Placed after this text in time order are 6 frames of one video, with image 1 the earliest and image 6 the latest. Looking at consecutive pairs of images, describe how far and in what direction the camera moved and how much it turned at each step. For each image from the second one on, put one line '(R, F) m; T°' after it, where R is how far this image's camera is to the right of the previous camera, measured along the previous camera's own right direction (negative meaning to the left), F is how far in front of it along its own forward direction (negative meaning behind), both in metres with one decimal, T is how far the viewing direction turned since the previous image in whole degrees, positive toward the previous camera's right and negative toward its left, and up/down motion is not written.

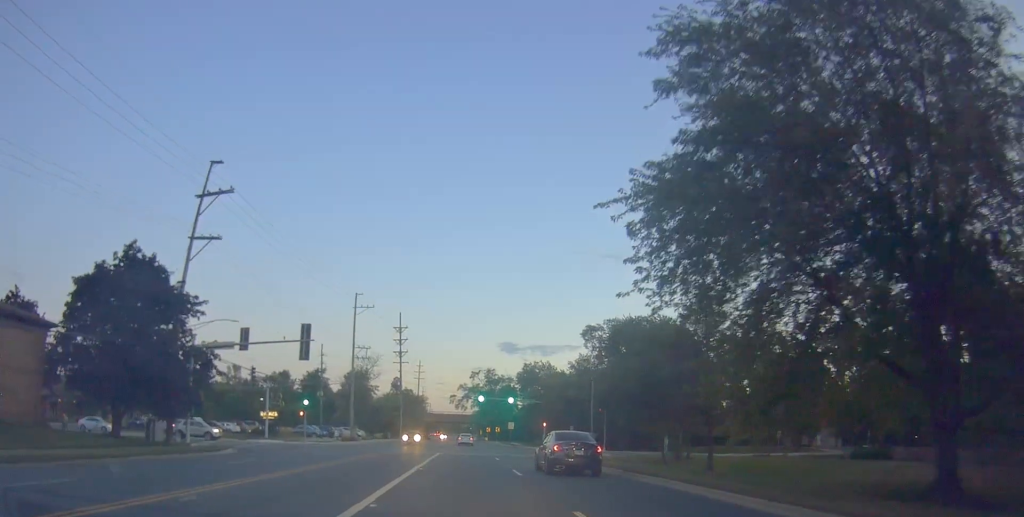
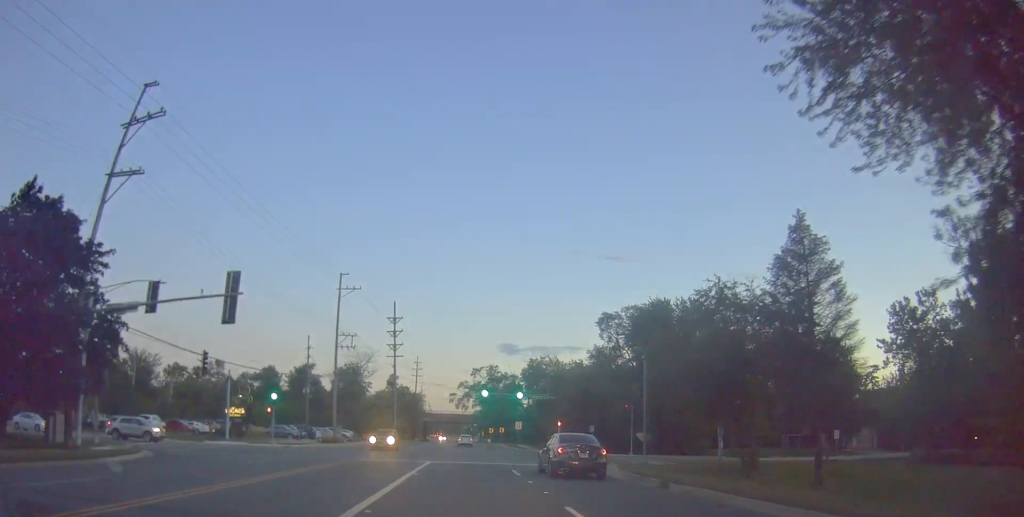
(0.0, +11.0) m; +1°
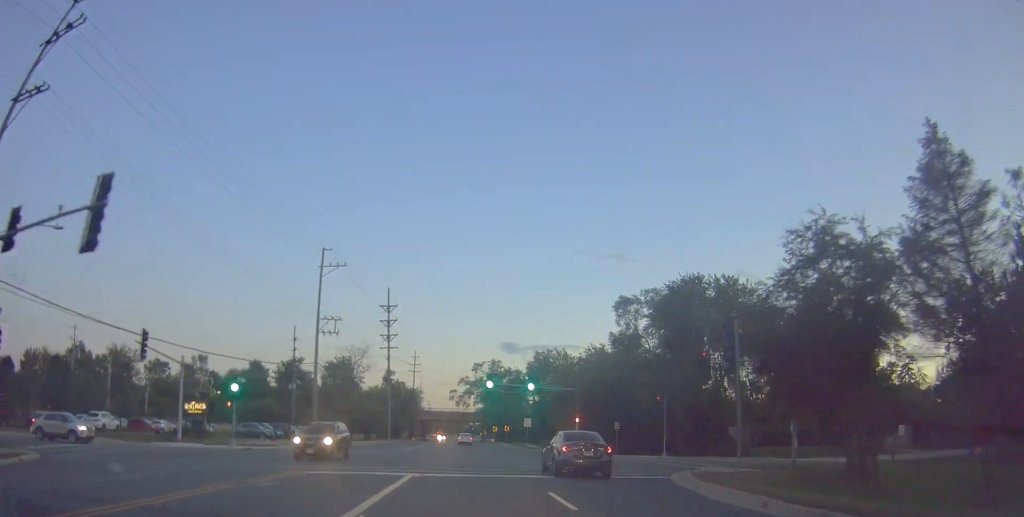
(+0.2, +9.6) m; 0°
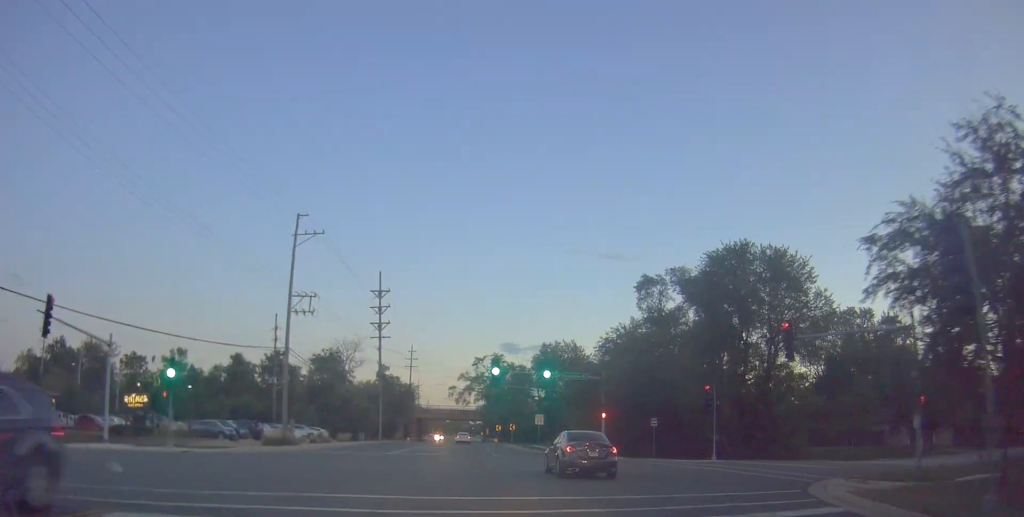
(0.0, +10.2) m; 0°
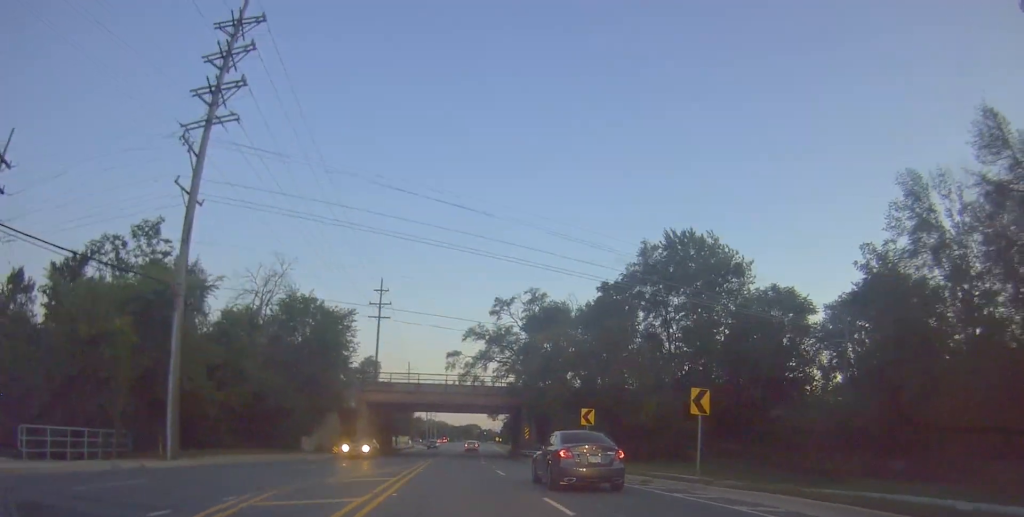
(-0.2, +64.1) m; 0°
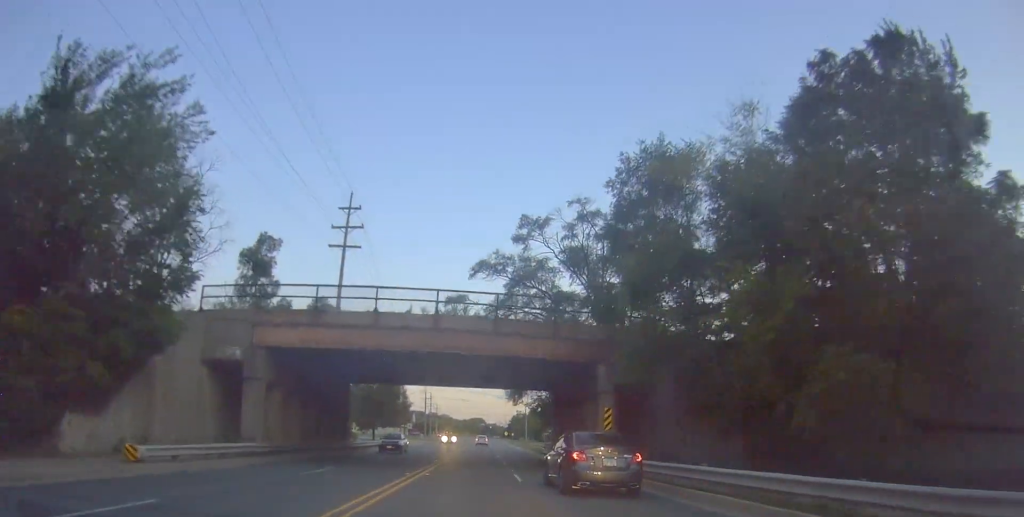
(+0.1, +28.5) m; +1°
